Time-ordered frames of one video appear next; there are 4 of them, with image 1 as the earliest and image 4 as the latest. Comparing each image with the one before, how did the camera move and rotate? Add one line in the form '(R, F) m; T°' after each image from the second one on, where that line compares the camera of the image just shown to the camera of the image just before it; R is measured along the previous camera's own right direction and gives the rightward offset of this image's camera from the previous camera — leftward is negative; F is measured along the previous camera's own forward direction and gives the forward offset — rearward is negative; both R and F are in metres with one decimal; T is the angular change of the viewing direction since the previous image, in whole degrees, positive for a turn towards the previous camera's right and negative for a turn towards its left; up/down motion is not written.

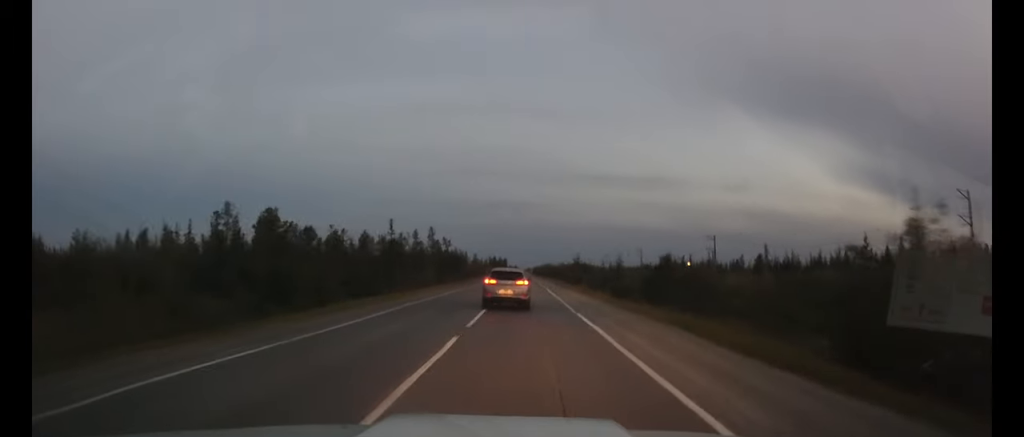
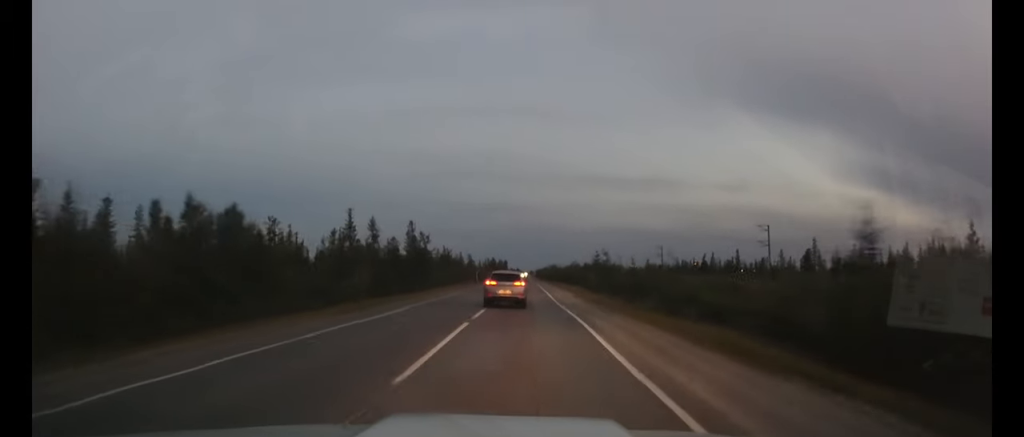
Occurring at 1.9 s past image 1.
(0.0, +30.4) m; 0°
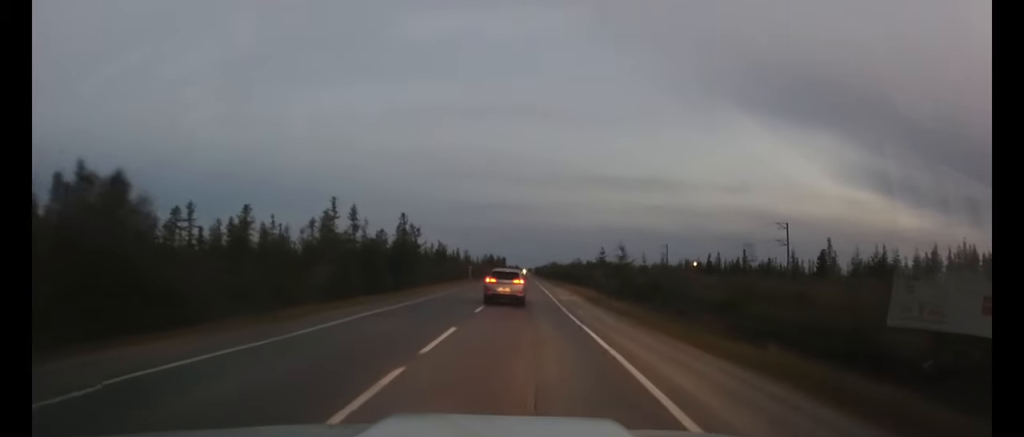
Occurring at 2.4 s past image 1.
(0.0, +8.3) m; 0°
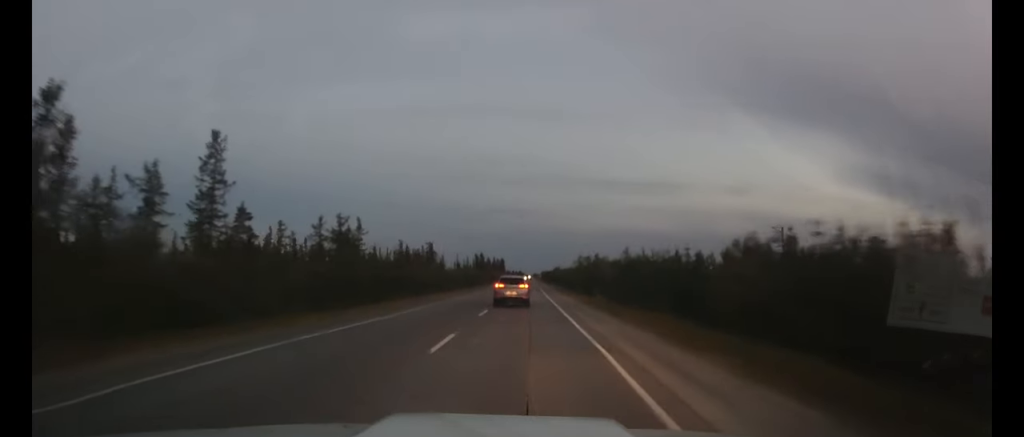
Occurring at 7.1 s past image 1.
(-0.5, +82.5) m; 0°
